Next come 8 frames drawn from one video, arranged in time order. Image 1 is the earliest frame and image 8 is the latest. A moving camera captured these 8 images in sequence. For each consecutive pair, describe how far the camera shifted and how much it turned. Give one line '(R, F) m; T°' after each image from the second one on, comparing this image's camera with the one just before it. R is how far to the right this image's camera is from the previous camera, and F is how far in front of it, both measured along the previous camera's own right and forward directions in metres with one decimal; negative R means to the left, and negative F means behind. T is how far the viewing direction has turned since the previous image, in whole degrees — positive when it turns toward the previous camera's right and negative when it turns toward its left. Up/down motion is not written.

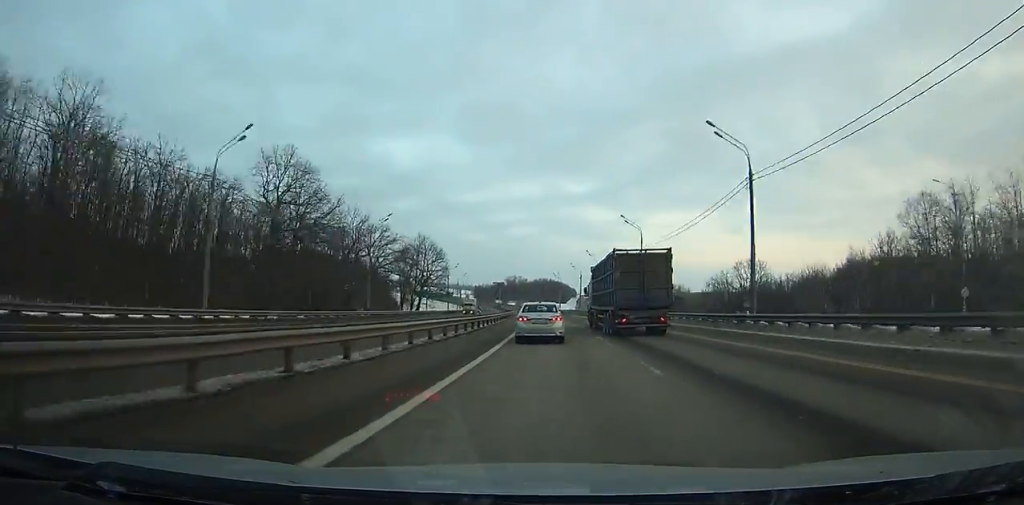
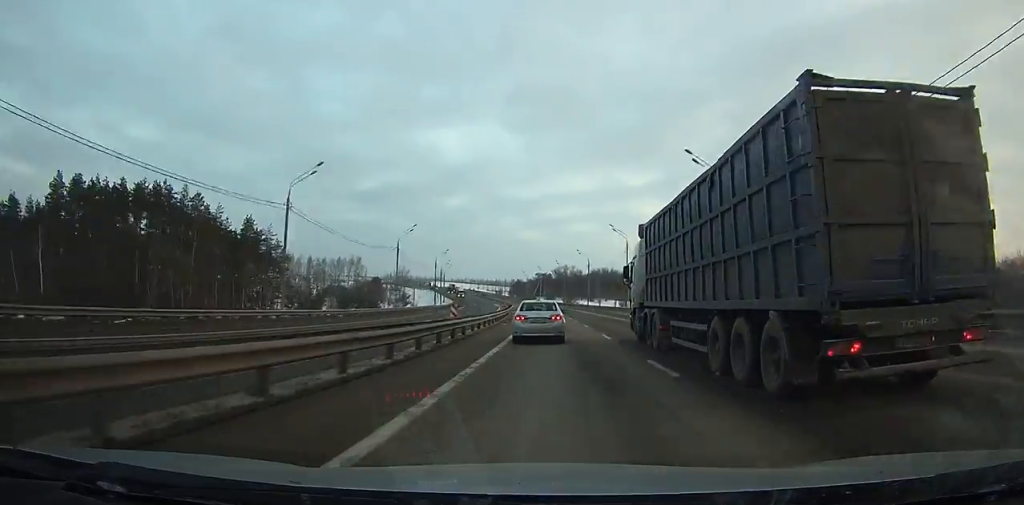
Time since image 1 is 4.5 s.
(-6.7, +133.3) m; -6°
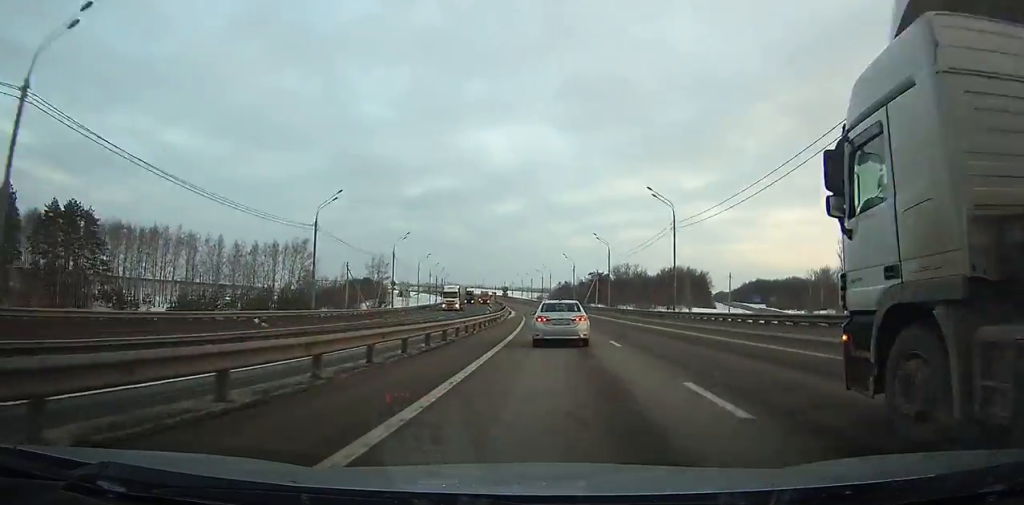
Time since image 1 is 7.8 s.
(-3.8, +99.2) m; -5°
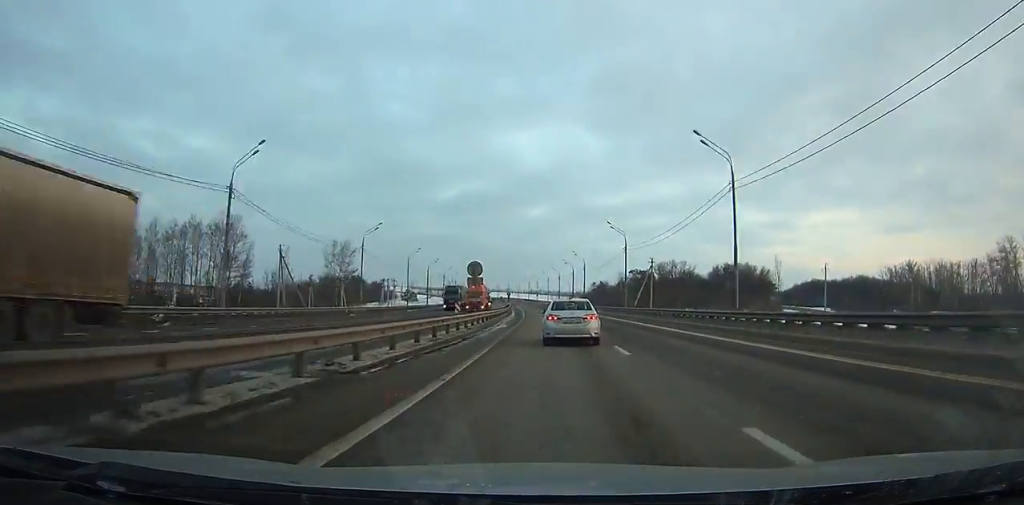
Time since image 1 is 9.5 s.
(-1.5, +50.9) m; -2°
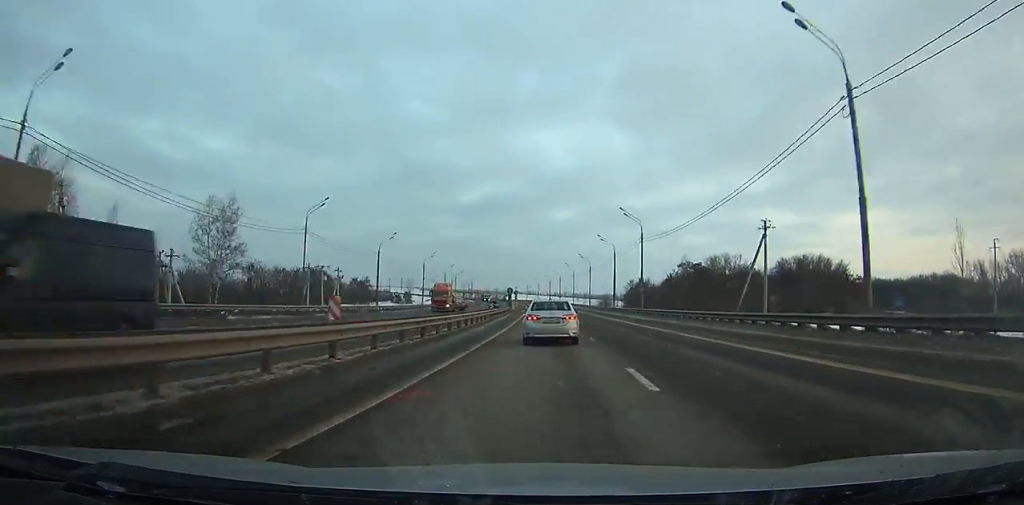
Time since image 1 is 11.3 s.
(-1.1, +53.4) m; -2°
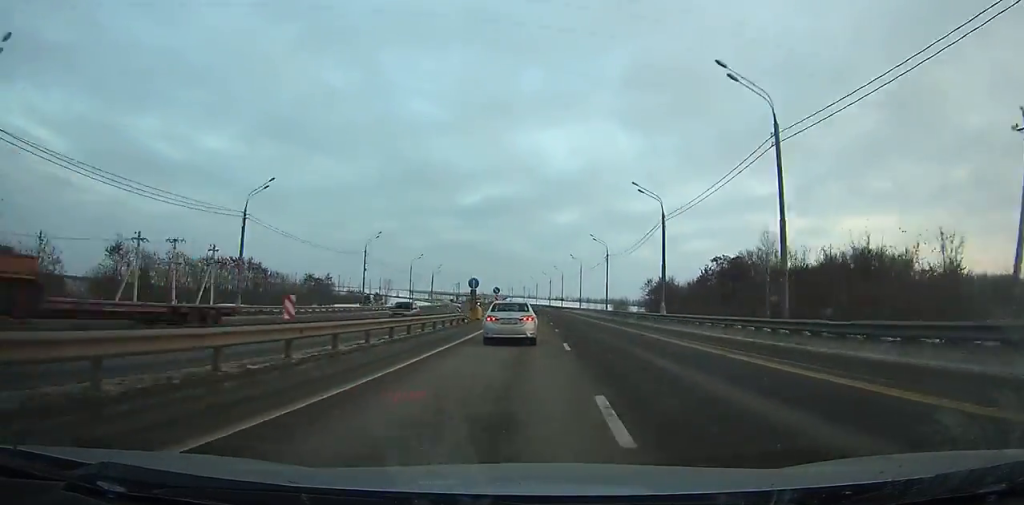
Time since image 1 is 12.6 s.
(-0.3, +38.3) m; -1°
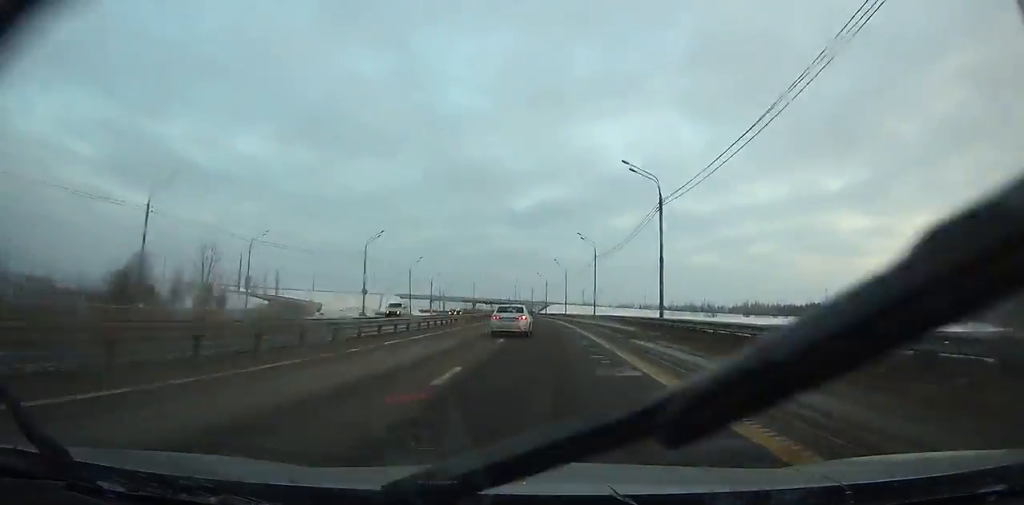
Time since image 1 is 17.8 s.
(-6.4, +147.5) m; -6°
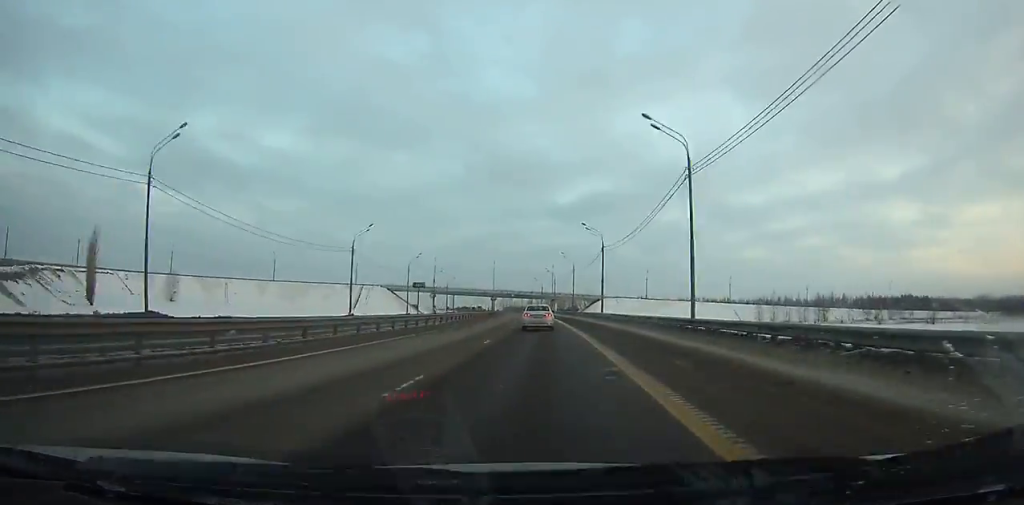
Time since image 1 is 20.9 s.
(-3.3, +84.8) m; -4°
